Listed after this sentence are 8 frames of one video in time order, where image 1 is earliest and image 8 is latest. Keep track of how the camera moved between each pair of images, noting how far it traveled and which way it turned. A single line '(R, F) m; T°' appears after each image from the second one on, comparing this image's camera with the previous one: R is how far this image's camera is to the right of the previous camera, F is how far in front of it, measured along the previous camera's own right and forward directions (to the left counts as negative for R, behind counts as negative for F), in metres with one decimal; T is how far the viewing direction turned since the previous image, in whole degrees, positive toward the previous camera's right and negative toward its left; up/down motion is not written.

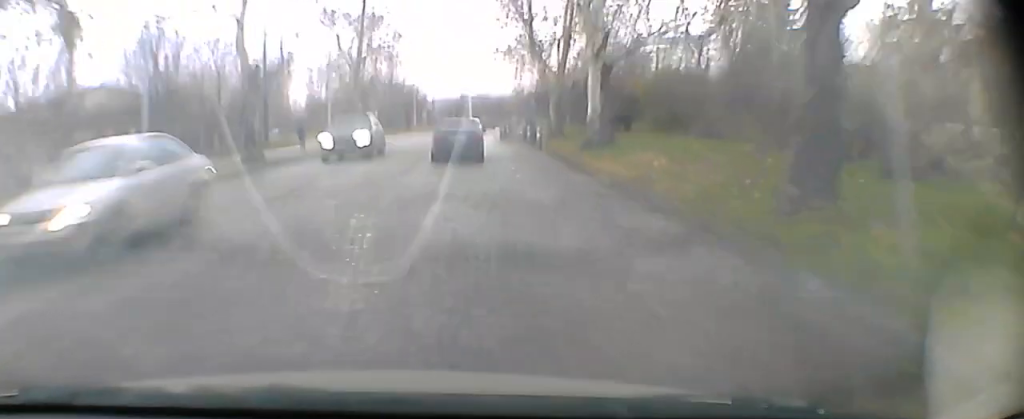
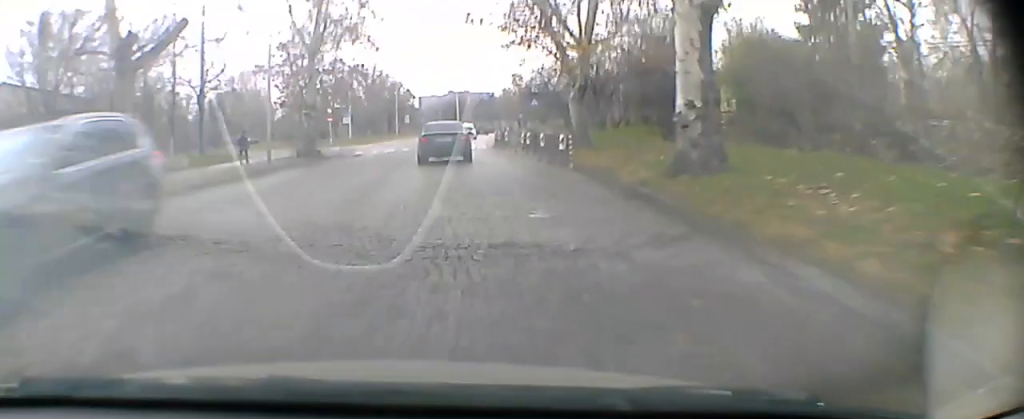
(-0.2, +12.6) m; -1°
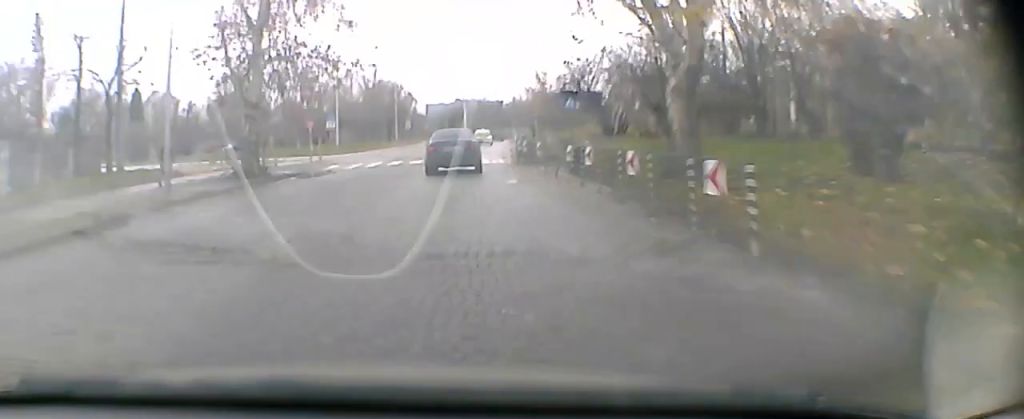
(-0.1, +14.5) m; 0°
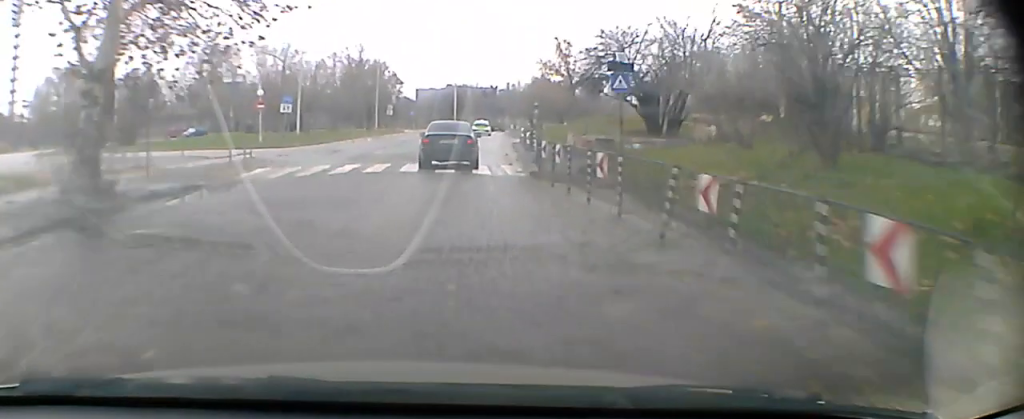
(+0.1, +16.3) m; -2°
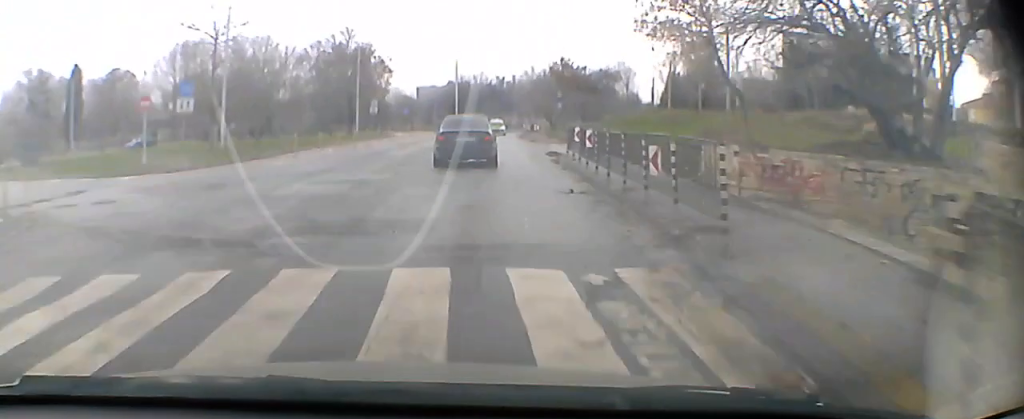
(-0.3, +20.7) m; +2°
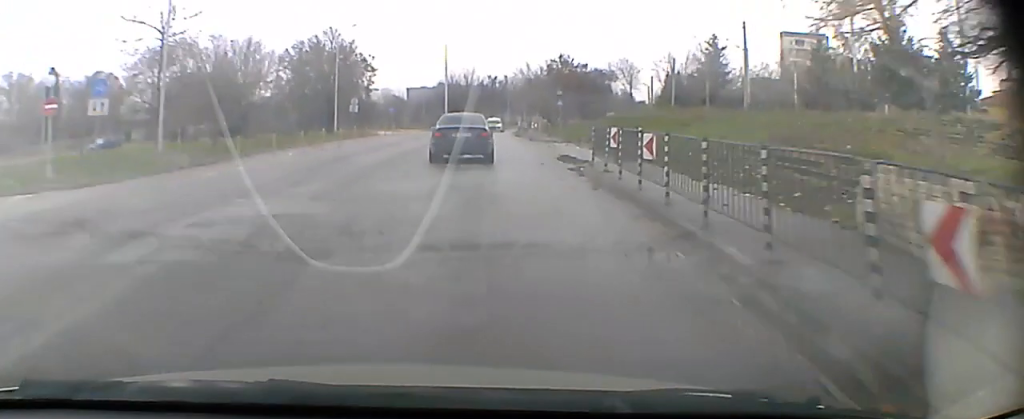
(+0.1, +8.1) m; +2°
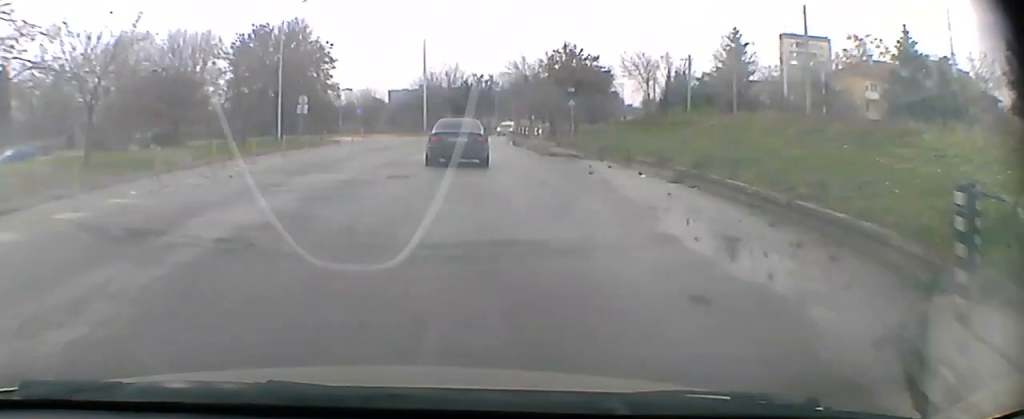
(+0.6, +16.6) m; +3°
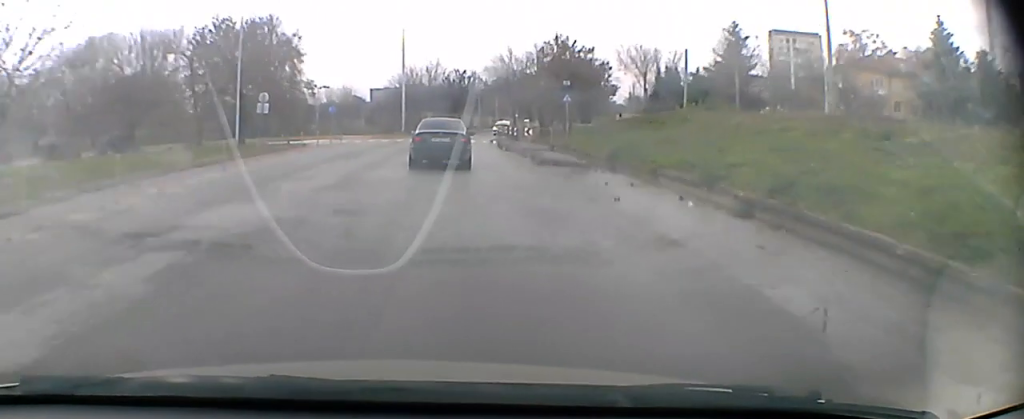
(0.0, +6.2) m; +1°
